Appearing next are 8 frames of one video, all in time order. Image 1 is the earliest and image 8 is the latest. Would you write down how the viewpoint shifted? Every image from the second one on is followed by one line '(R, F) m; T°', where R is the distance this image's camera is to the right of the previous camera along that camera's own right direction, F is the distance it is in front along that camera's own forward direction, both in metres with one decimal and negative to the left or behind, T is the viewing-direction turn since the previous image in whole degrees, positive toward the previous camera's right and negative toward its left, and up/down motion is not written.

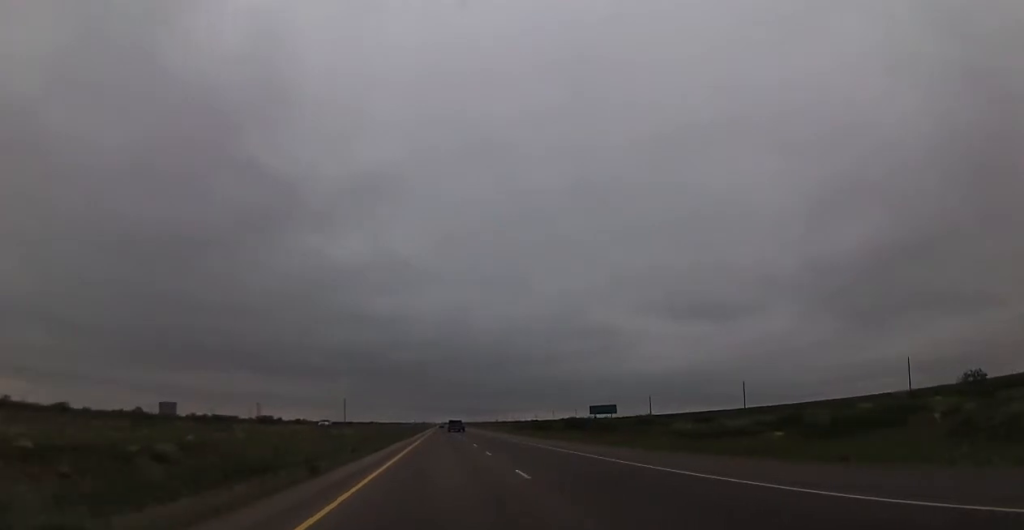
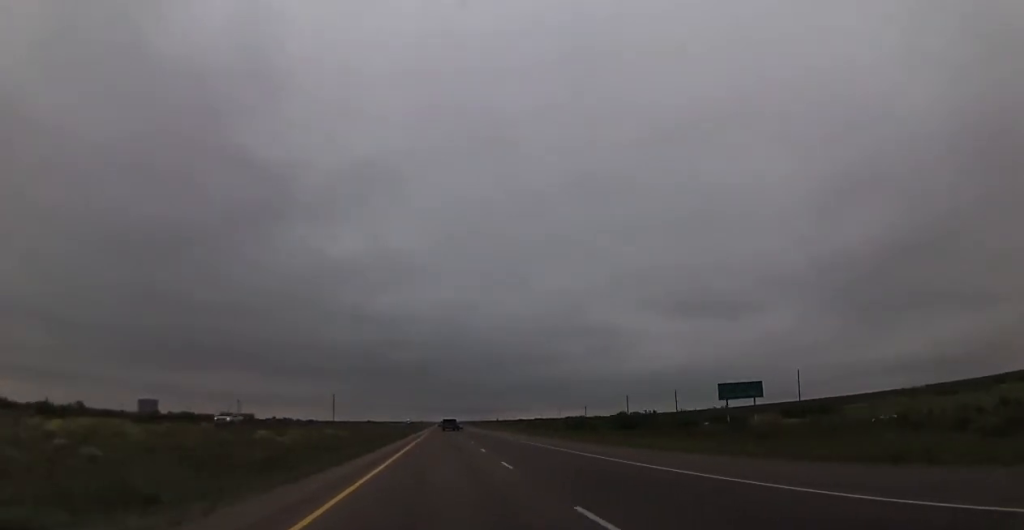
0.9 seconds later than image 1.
(-0.1, +33.1) m; 0°
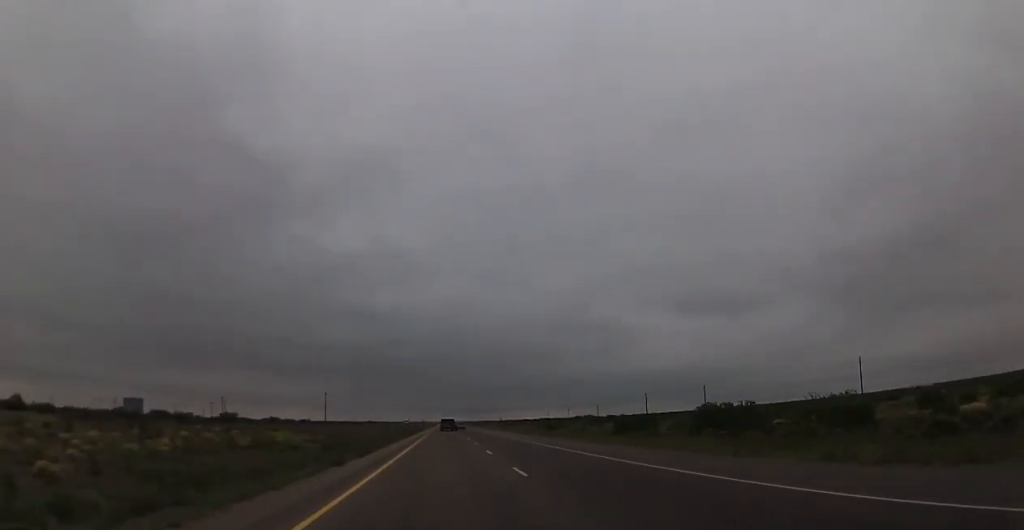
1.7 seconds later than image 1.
(-0.1, +27.2) m; 0°
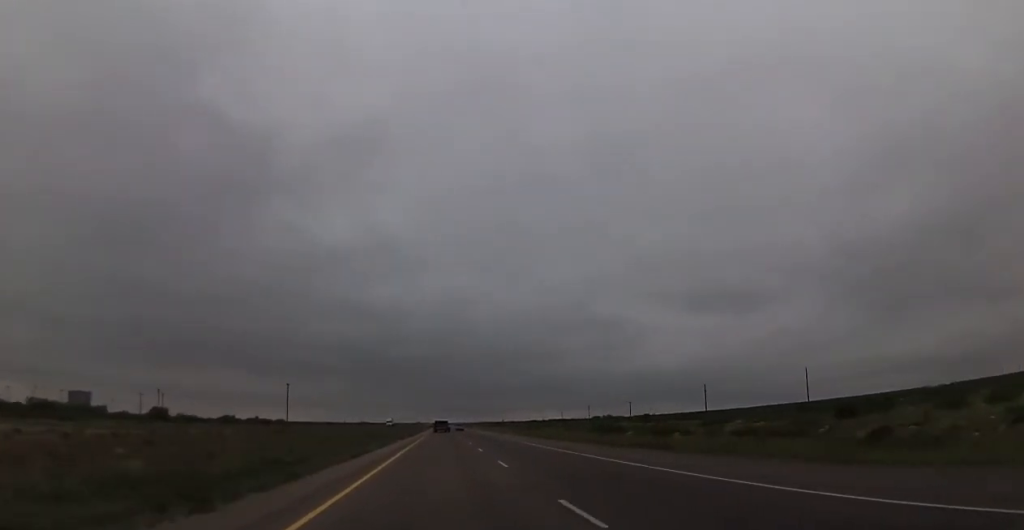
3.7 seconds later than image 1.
(+0.3, +69.5) m; 0°
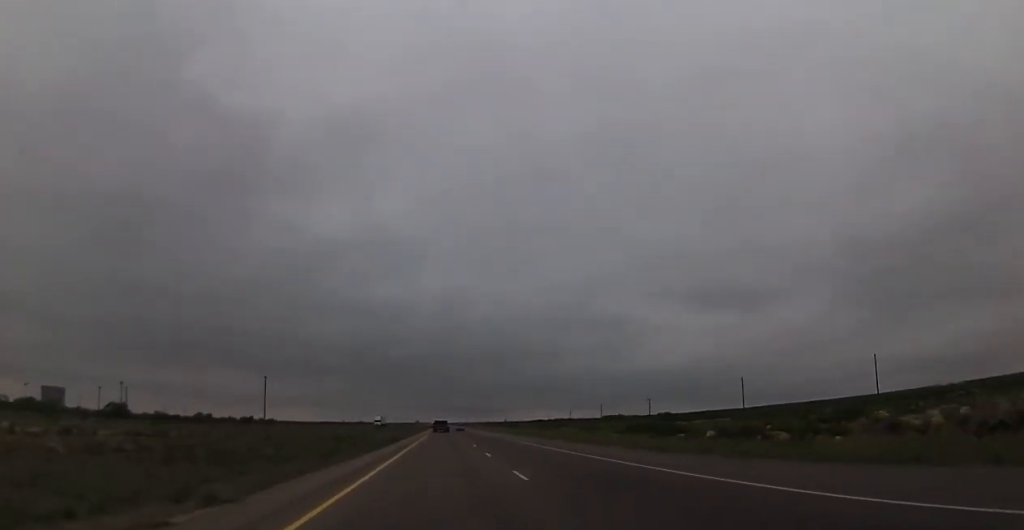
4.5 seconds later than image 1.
(-0.2, +29.3) m; 0°
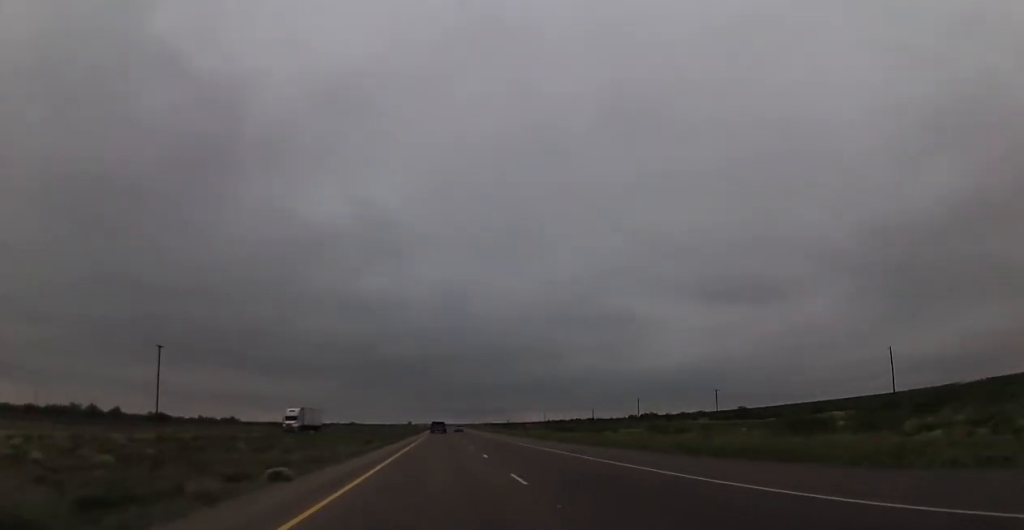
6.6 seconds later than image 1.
(+0.9, +73.4) m; +1°
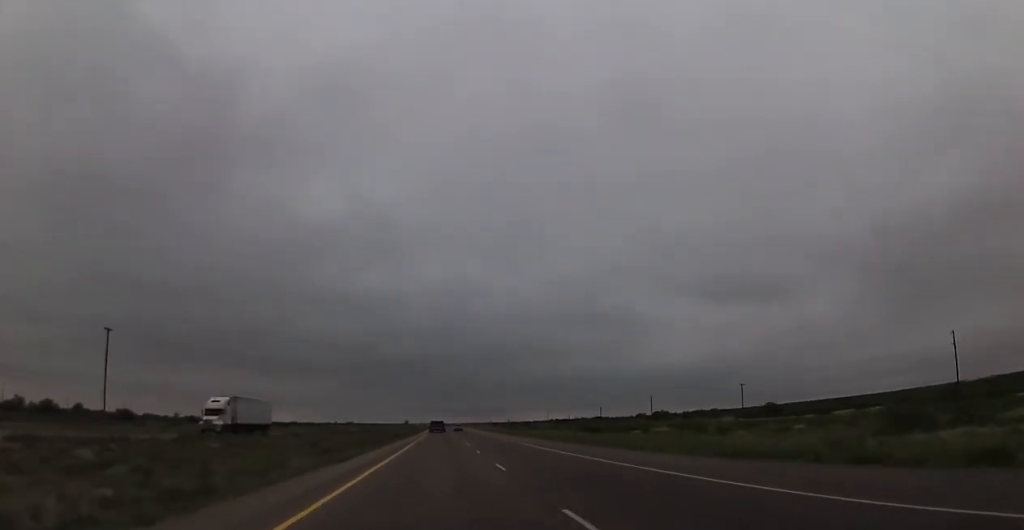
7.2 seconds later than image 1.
(-0.1, +19.8) m; 0°
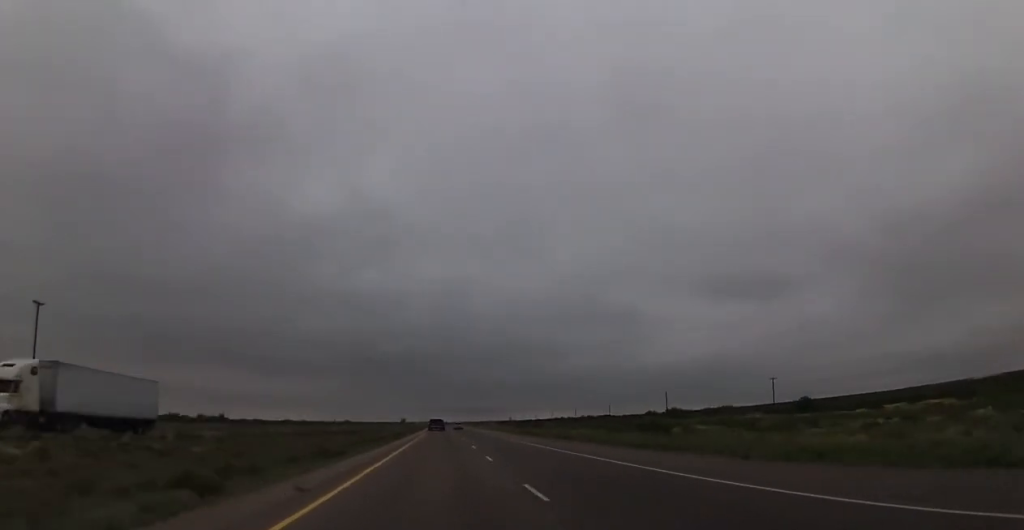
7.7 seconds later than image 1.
(0.0, +19.9) m; 0°
